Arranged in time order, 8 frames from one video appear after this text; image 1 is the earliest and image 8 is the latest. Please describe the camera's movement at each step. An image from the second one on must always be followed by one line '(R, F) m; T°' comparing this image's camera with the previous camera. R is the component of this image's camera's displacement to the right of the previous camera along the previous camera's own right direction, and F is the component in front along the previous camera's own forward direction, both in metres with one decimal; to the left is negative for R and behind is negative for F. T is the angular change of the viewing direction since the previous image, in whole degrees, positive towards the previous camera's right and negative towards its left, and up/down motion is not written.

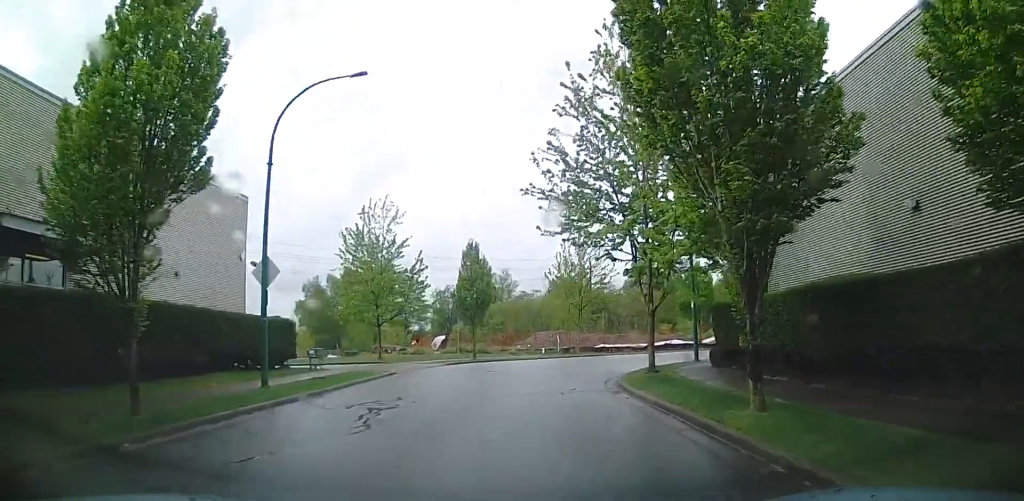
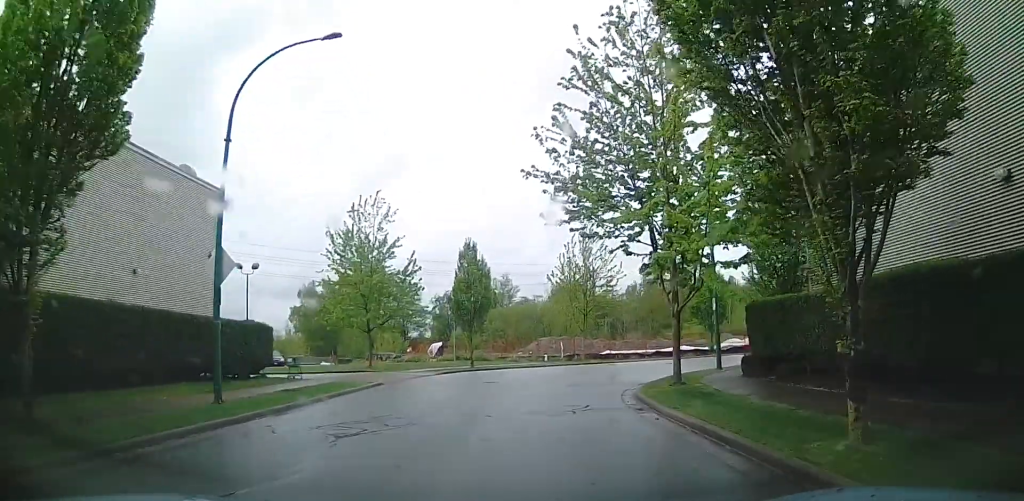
(0.0, +3.6) m; -3°
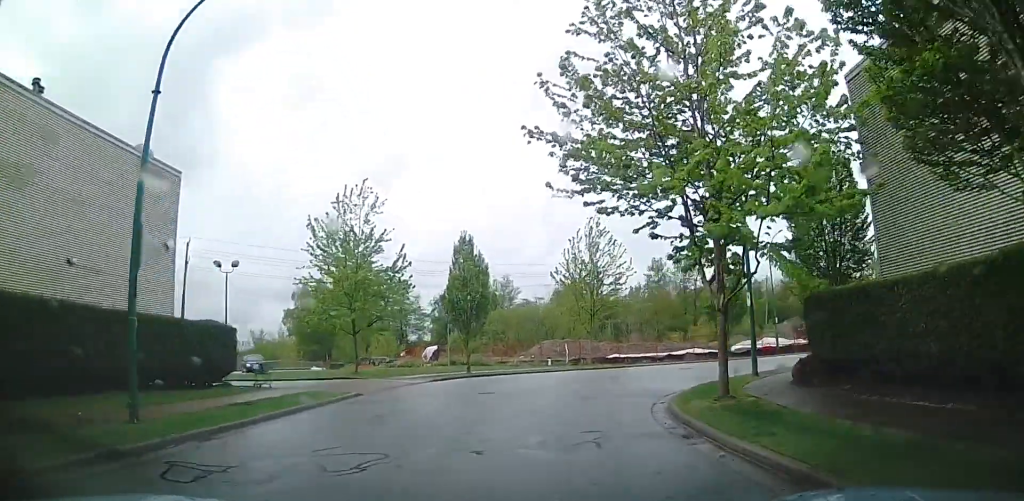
(+0.1, +4.2) m; -3°
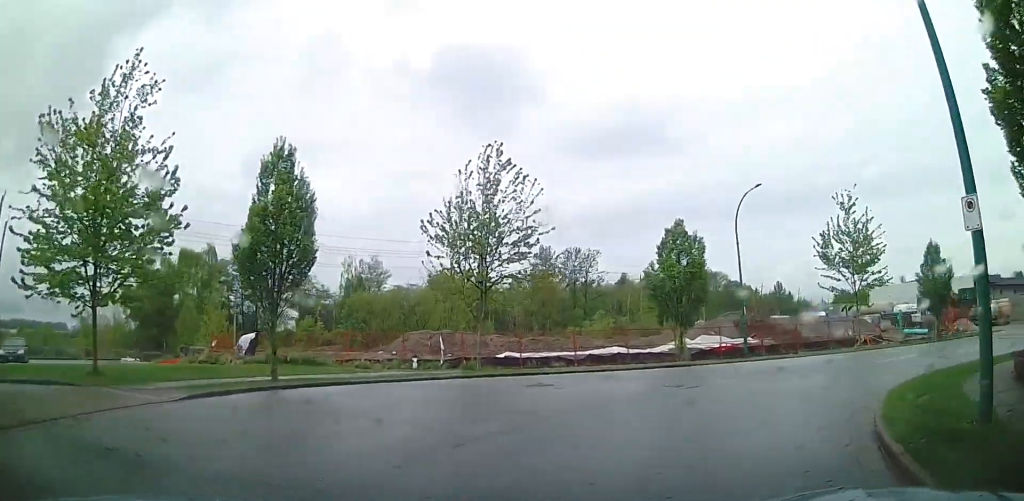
(+1.1, +14.1) m; +12°
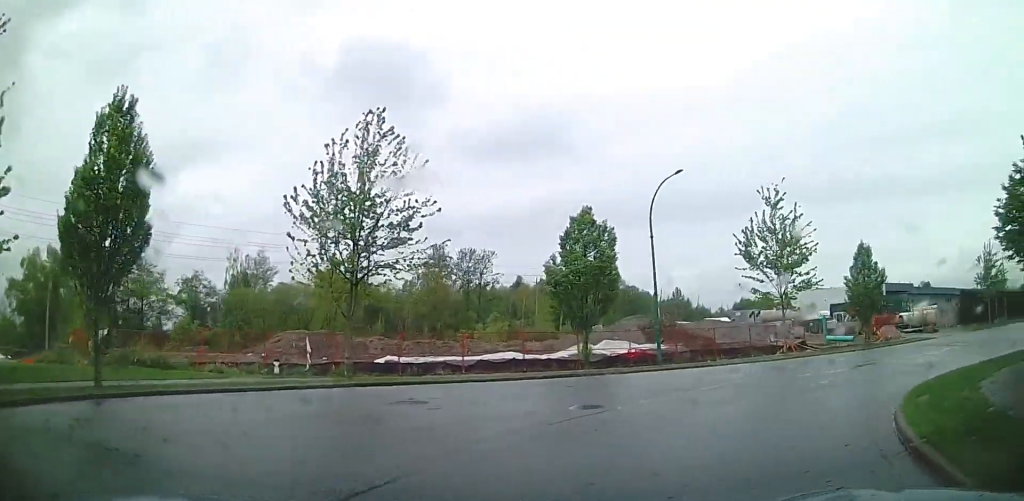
(0.0, +4.0) m; -1°
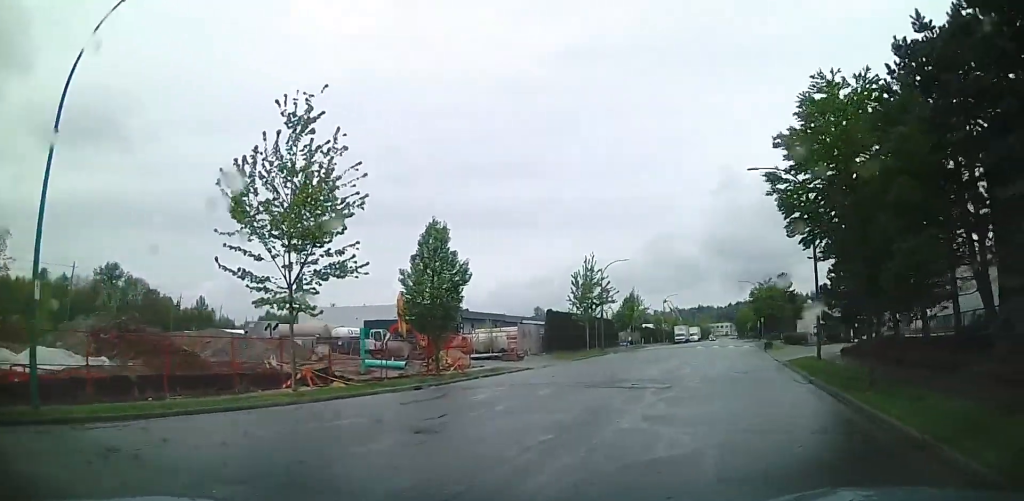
(+0.3, +15.9) m; +22°
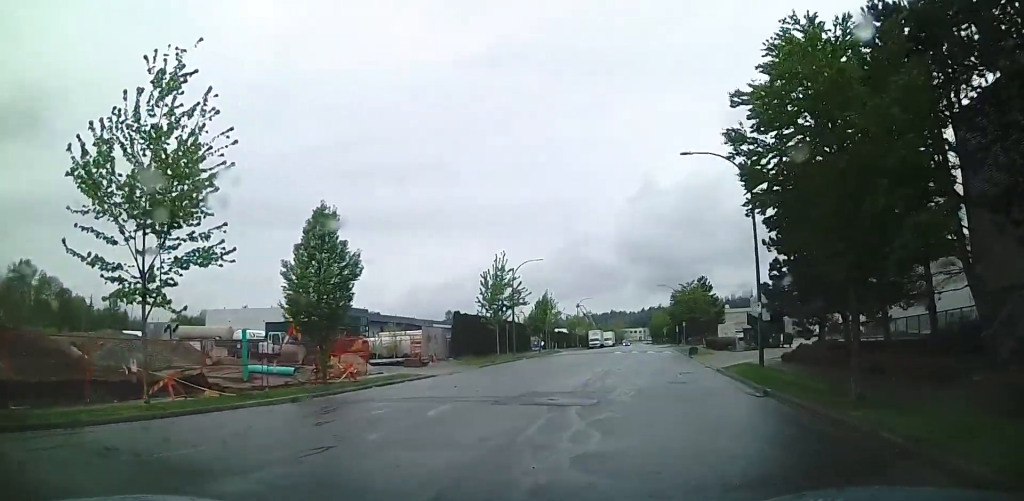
(+0.8, +3.4) m; +10°
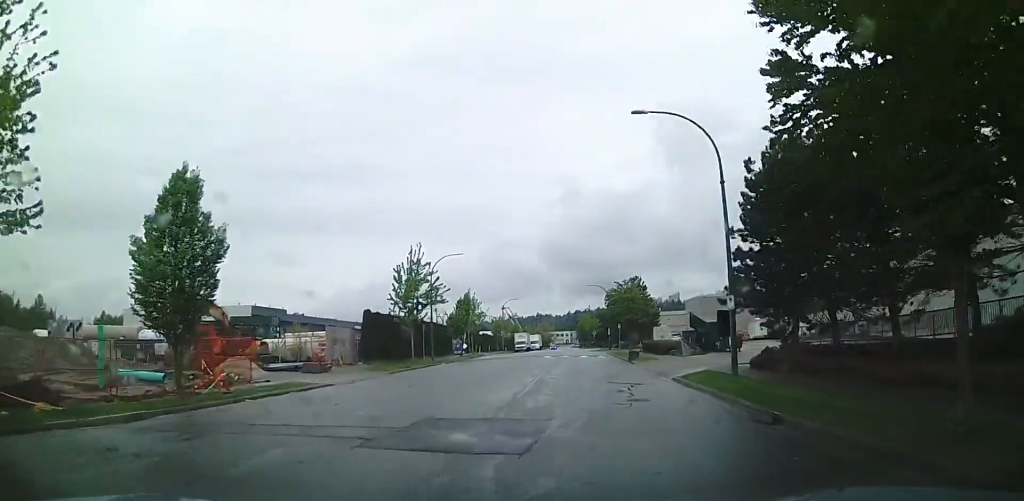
(+0.8, +5.3) m; +16°
